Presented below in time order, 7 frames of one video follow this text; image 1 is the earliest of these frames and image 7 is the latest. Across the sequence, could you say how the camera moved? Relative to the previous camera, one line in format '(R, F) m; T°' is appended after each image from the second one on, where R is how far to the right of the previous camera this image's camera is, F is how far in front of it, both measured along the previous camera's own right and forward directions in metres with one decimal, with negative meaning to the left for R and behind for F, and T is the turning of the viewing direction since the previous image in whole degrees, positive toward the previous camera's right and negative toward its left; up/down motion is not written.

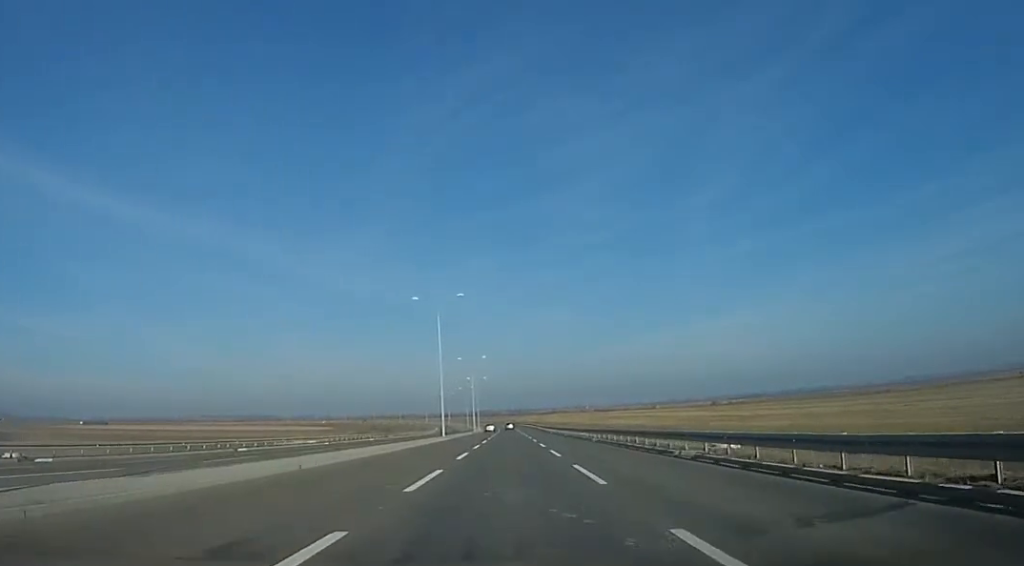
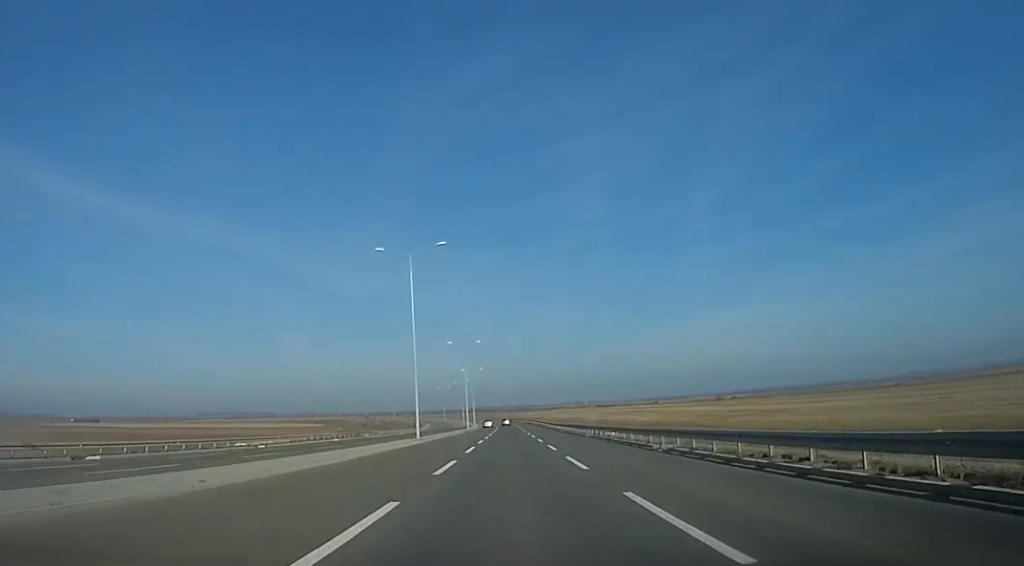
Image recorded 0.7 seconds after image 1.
(+0.2, +16.6) m; +1°
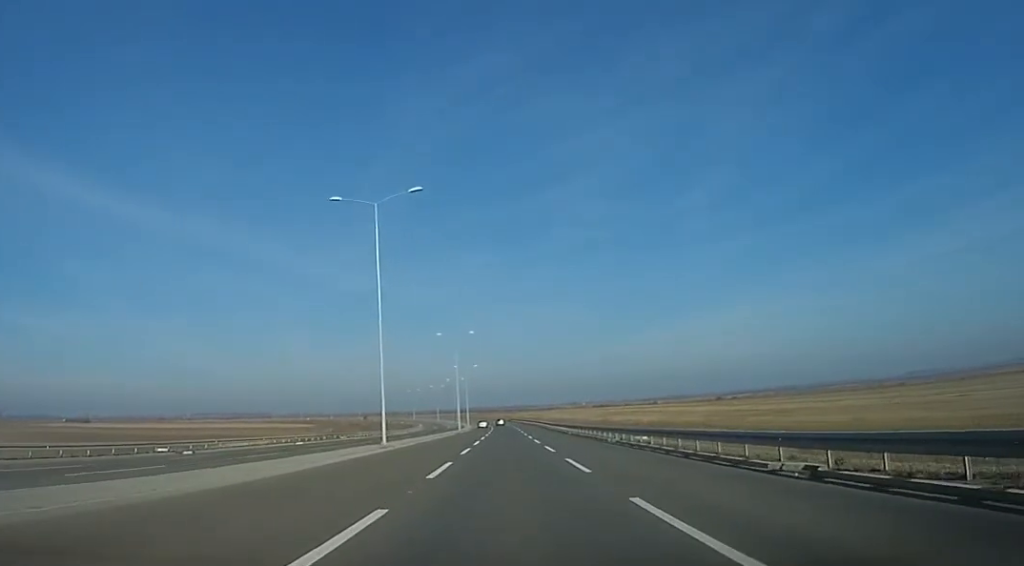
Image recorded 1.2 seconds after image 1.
(+0.3, +10.6) m; 0°
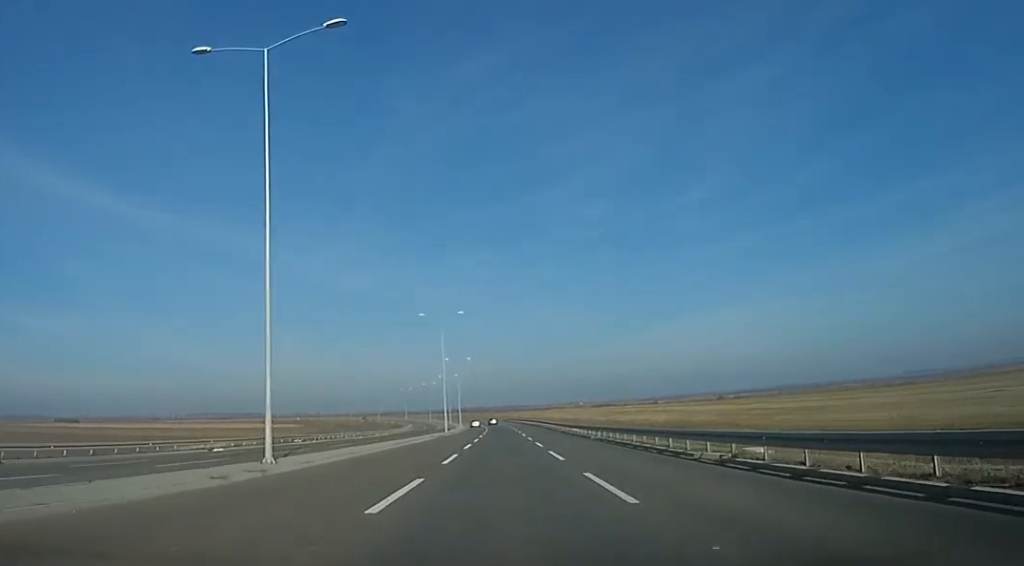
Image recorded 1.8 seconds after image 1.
(-0.2, +15.3) m; 0°
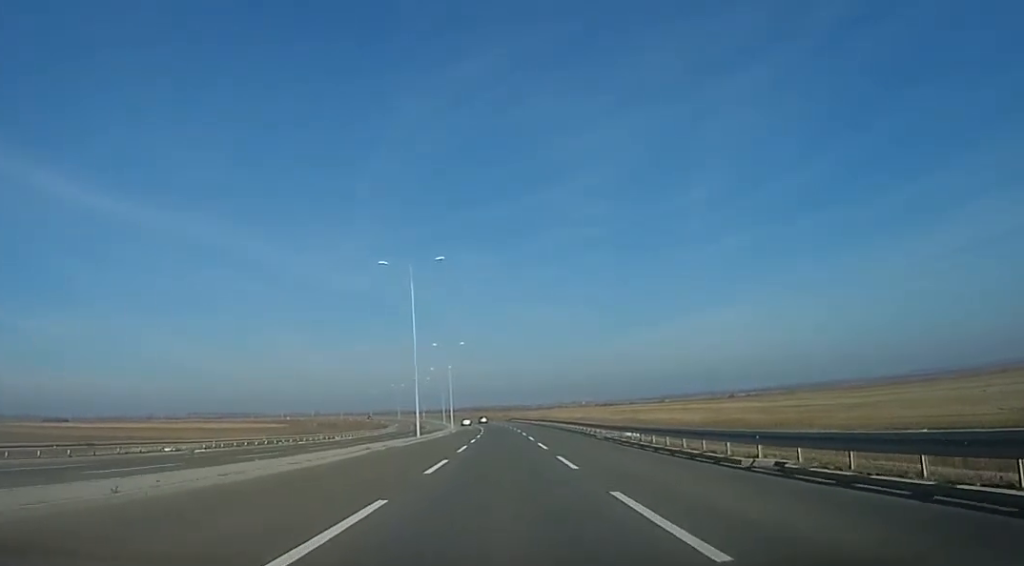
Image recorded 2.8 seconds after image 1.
(0.0, +23.6) m; 0°
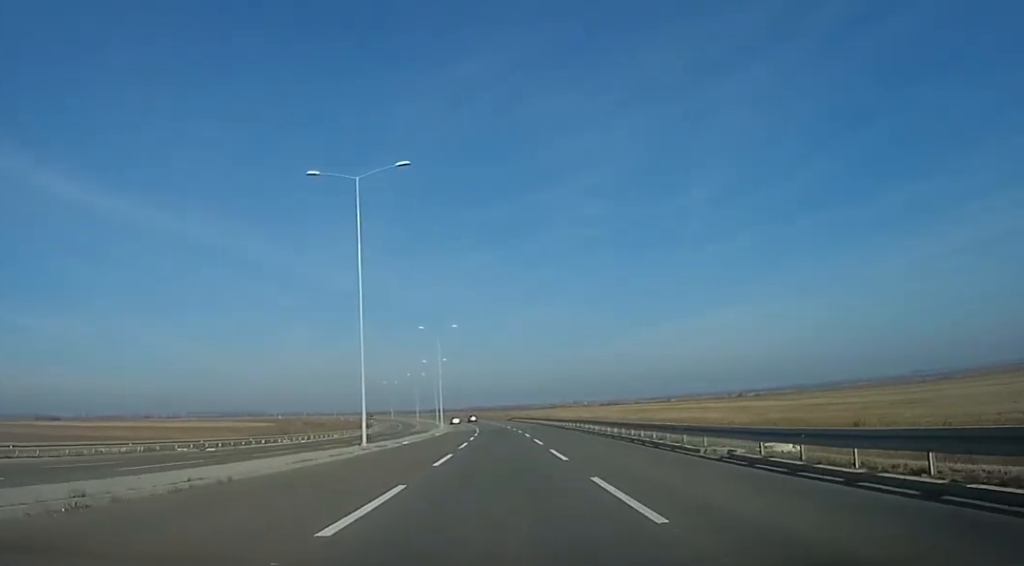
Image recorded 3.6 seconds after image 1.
(+0.5, +18.2) m; 0°
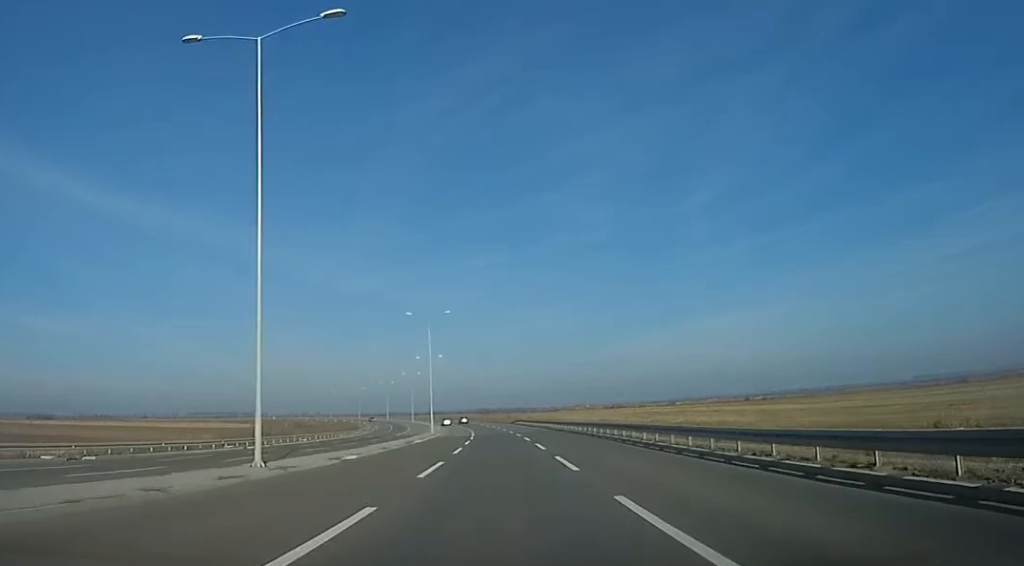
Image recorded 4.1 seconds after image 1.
(-0.6, +12.7) m; -1°
